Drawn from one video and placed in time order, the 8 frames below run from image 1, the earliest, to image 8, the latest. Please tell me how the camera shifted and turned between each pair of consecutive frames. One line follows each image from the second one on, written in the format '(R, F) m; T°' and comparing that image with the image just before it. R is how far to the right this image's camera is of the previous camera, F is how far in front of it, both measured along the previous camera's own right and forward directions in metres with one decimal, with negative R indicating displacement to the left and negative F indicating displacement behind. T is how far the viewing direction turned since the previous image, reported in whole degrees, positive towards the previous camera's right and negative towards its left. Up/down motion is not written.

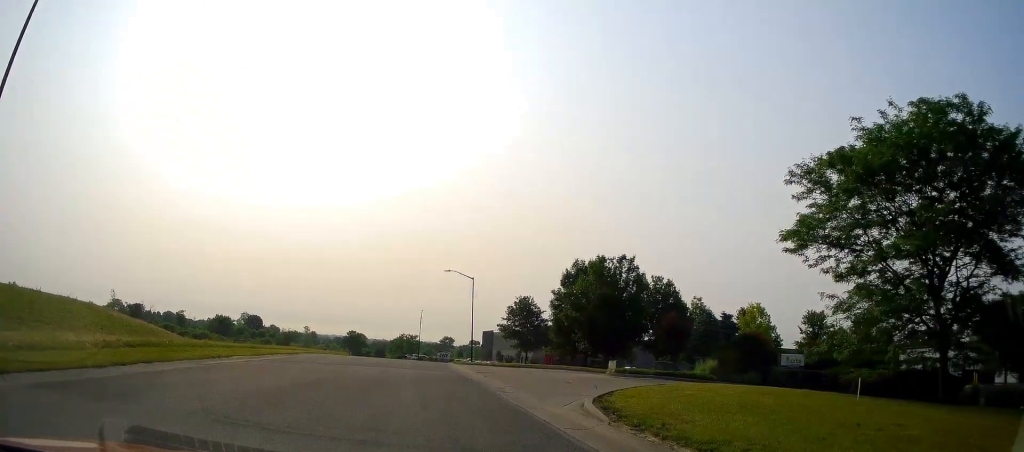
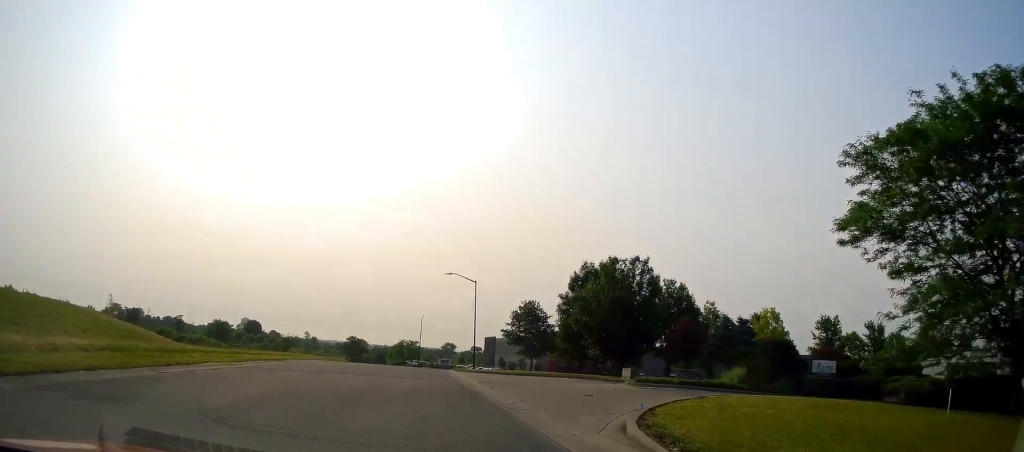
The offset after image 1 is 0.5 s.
(+0.2, +3.4) m; 0°
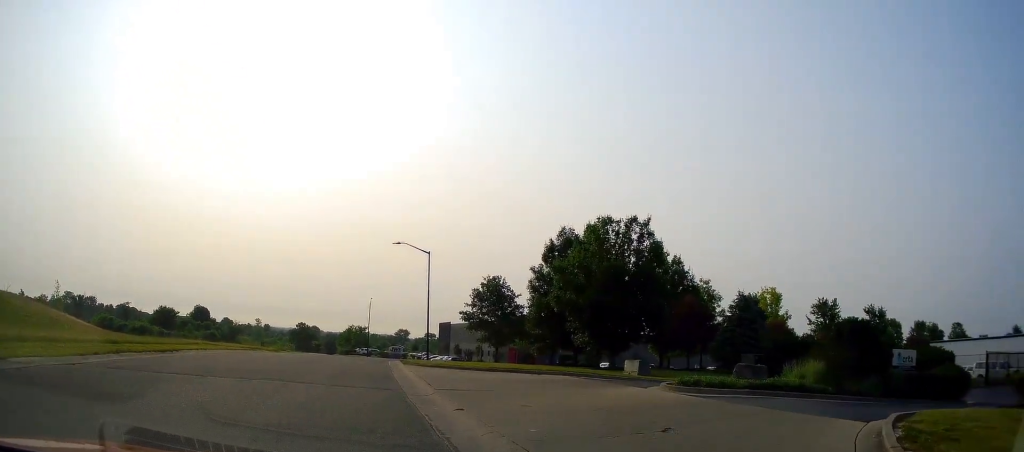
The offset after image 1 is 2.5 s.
(-0.5, +9.9) m; +3°
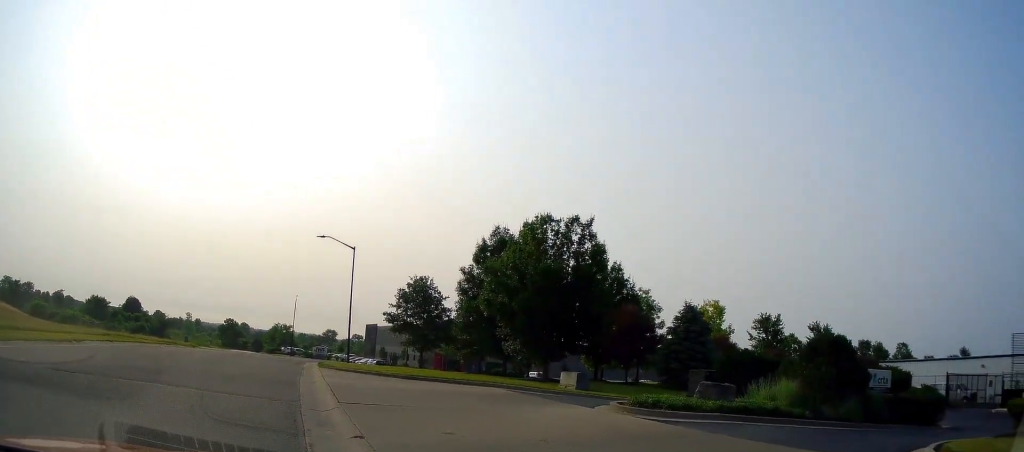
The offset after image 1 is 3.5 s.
(+0.3, +3.0) m; +8°
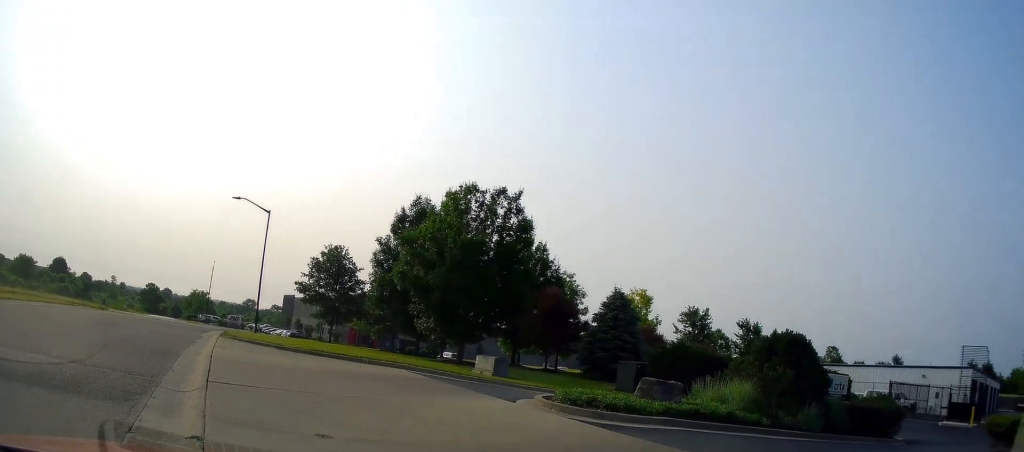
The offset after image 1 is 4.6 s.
(+0.1, +2.4) m; 0°
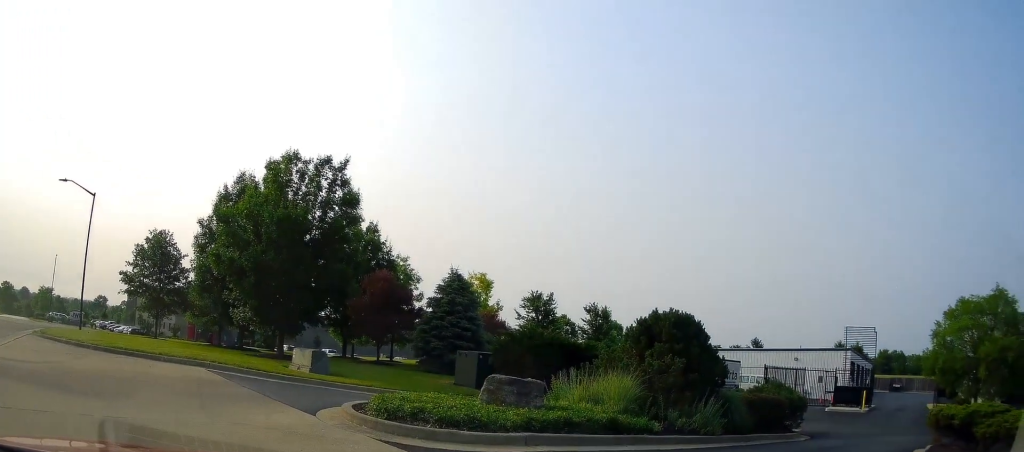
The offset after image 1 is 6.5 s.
(+0.2, +3.9) m; +36°
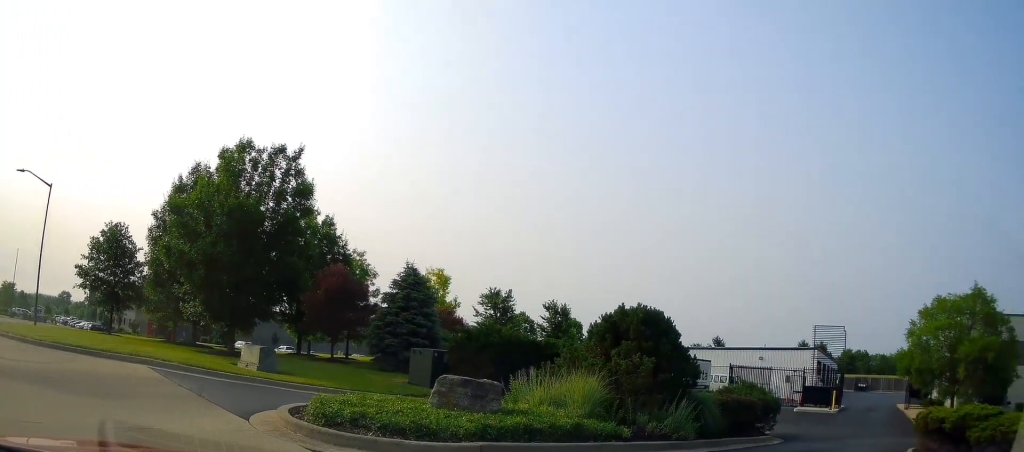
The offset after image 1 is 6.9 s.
(+0.4, +1.0) m; +8°
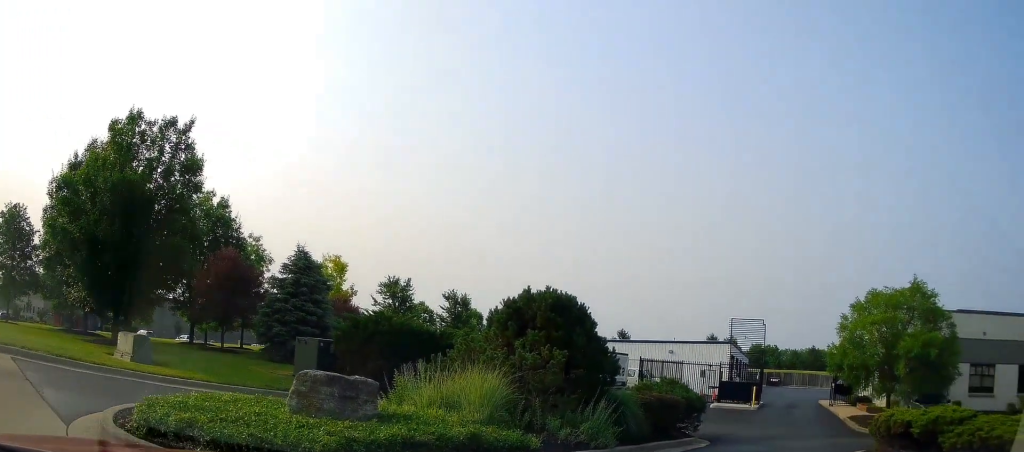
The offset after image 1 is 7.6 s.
(+0.4, +1.8) m; +10°
